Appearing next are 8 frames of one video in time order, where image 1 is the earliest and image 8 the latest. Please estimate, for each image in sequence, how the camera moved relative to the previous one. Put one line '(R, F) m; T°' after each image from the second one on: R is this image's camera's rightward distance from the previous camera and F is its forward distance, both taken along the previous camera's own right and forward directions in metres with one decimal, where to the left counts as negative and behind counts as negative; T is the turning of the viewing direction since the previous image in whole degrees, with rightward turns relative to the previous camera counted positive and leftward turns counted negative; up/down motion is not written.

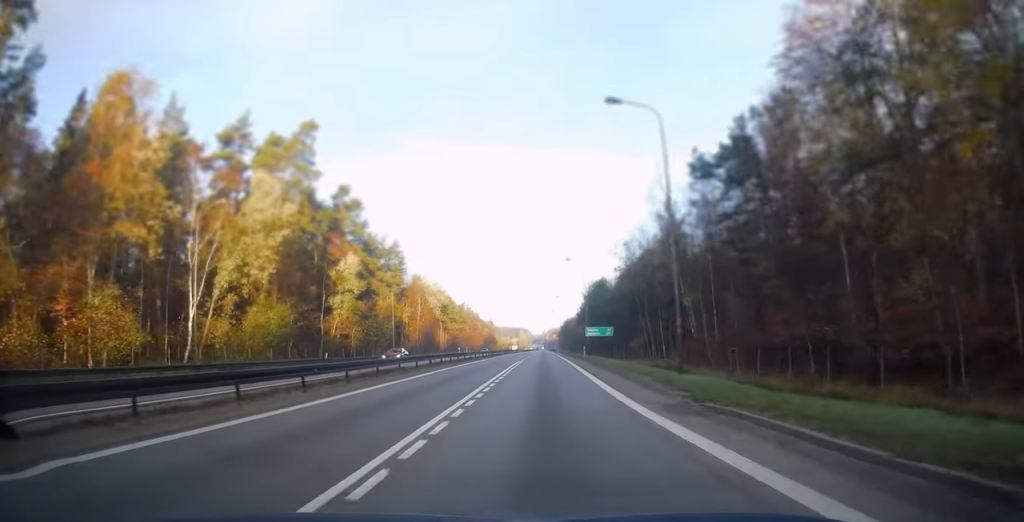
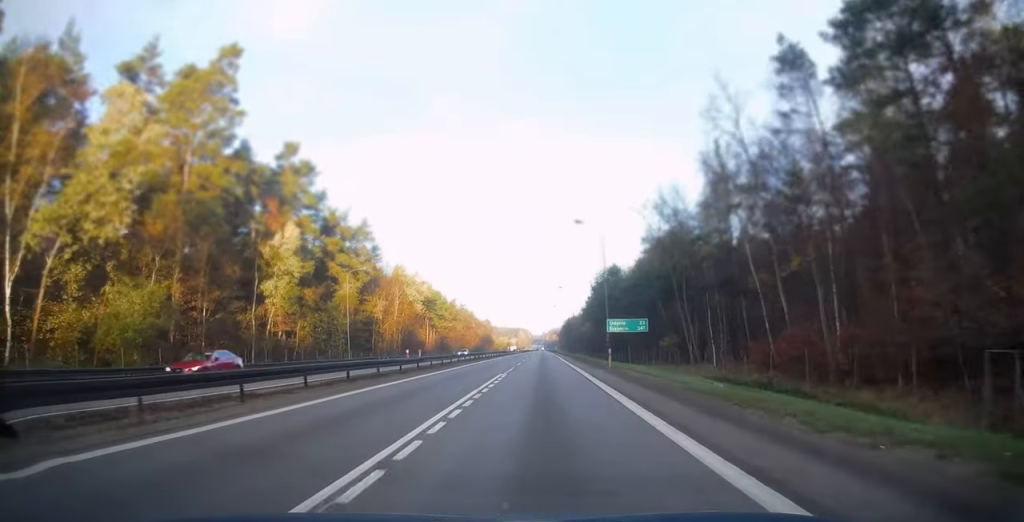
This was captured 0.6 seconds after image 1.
(+0.1, +19.8) m; 0°
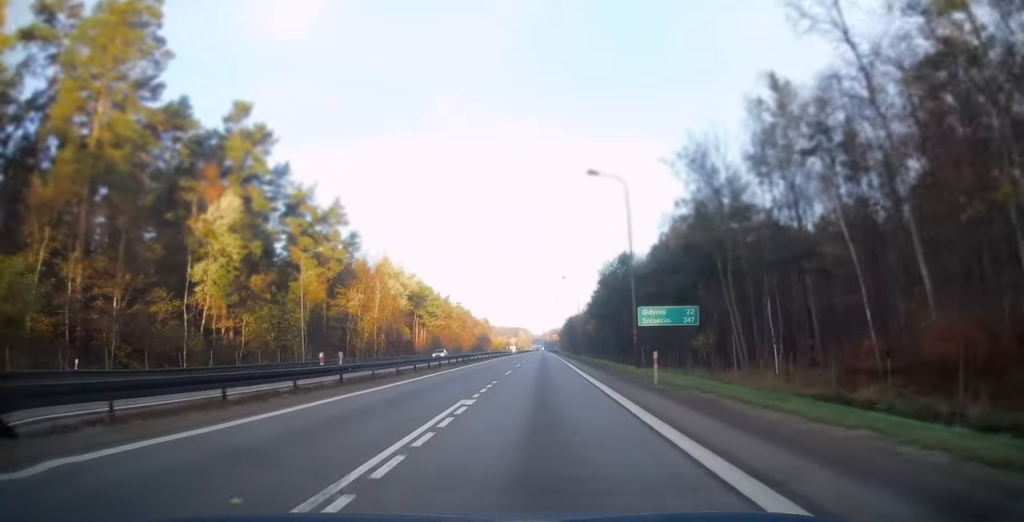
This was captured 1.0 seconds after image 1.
(0.0, +12.9) m; 0°
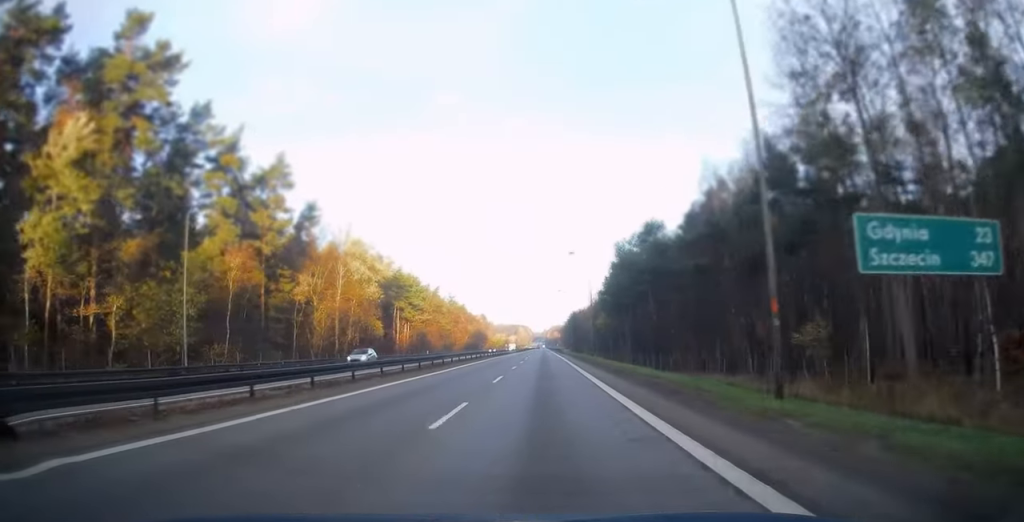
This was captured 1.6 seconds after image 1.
(+0.1, +18.7) m; 0°
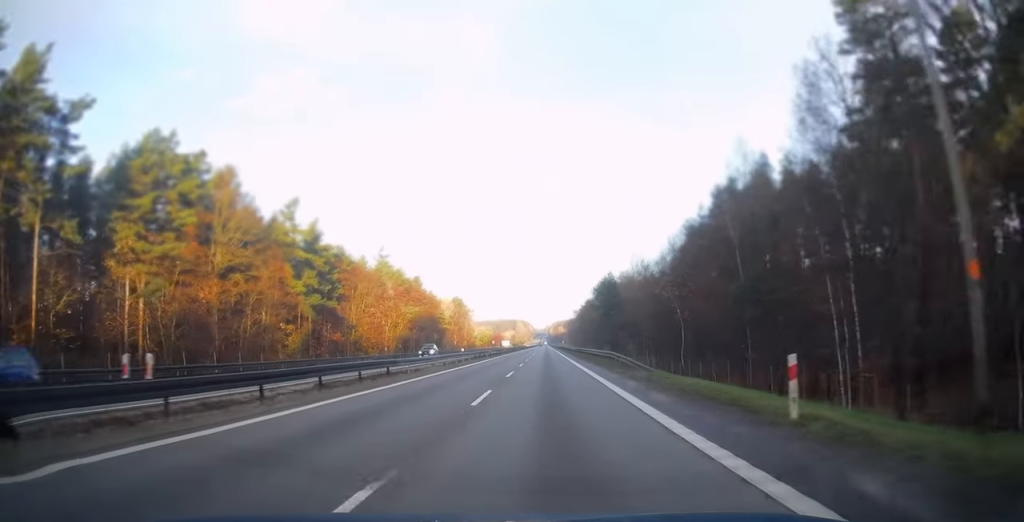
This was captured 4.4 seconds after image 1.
(-0.4, +91.5) m; 0°
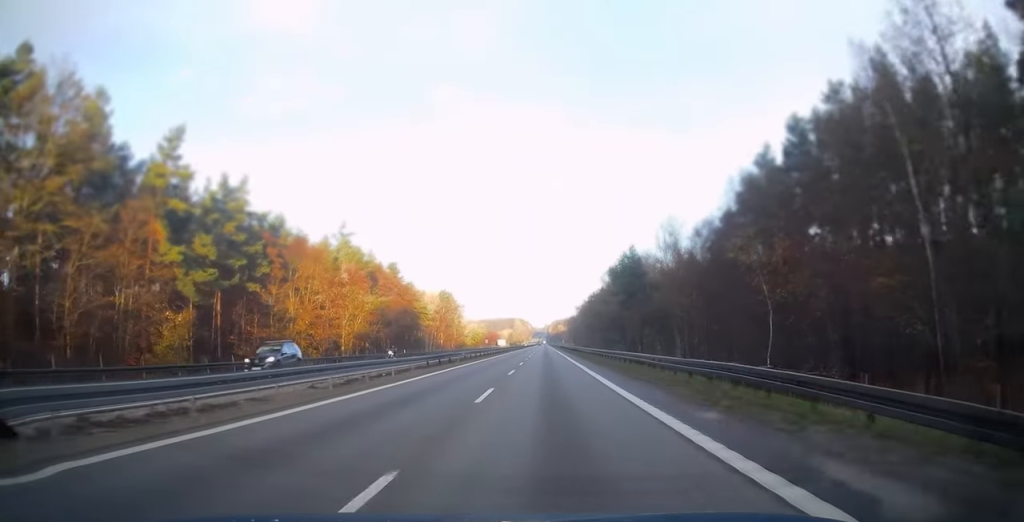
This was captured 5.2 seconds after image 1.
(0.0, +23.0) m; 0°
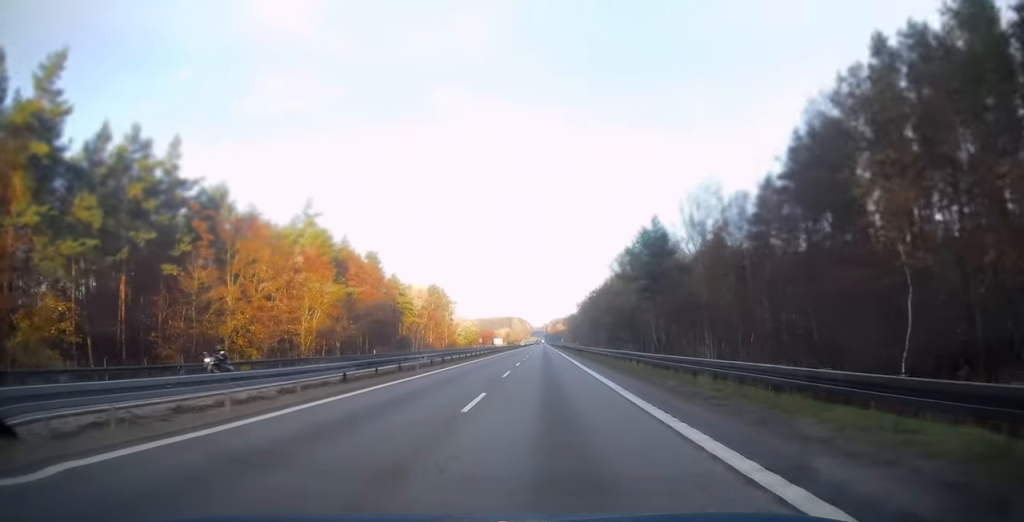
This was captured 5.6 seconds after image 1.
(0.0, +14.5) m; 0°
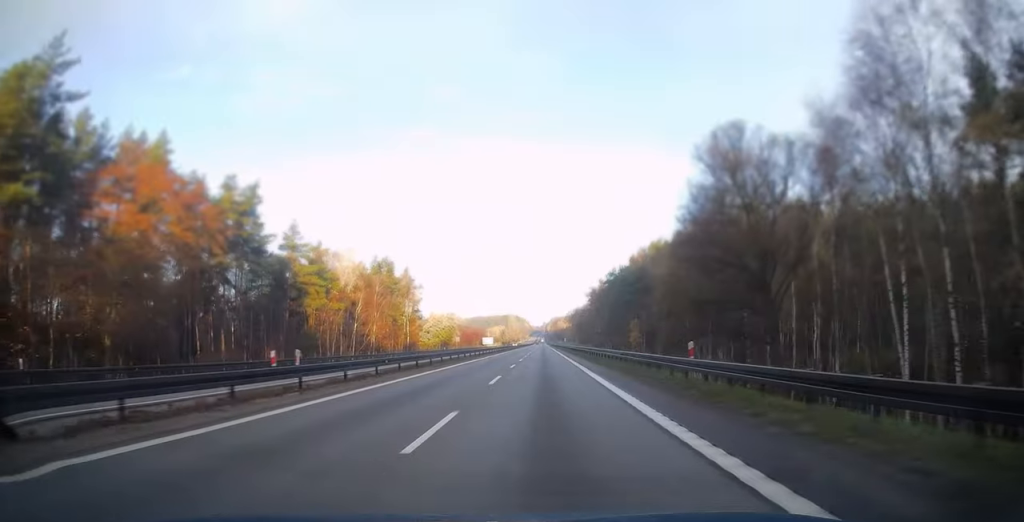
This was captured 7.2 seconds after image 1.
(0.0, +51.6) m; 0°
